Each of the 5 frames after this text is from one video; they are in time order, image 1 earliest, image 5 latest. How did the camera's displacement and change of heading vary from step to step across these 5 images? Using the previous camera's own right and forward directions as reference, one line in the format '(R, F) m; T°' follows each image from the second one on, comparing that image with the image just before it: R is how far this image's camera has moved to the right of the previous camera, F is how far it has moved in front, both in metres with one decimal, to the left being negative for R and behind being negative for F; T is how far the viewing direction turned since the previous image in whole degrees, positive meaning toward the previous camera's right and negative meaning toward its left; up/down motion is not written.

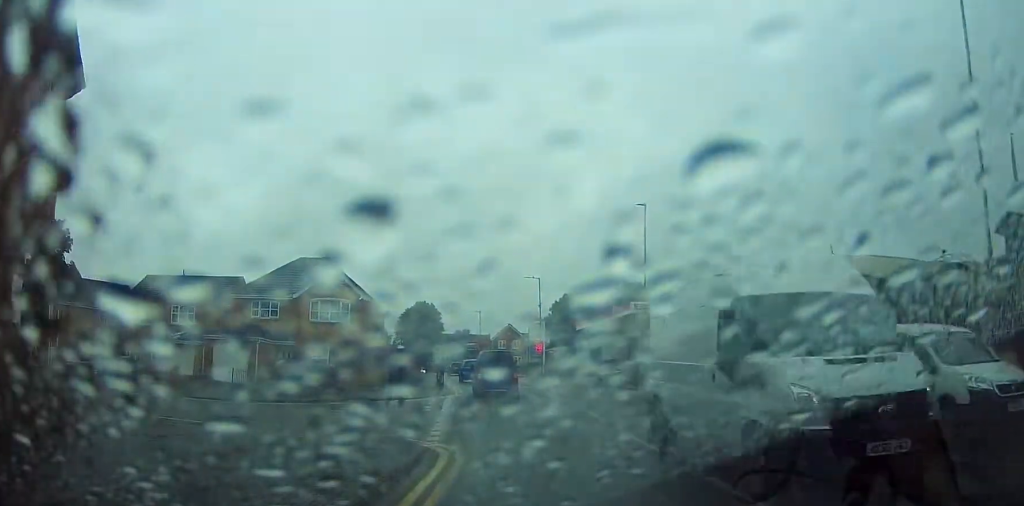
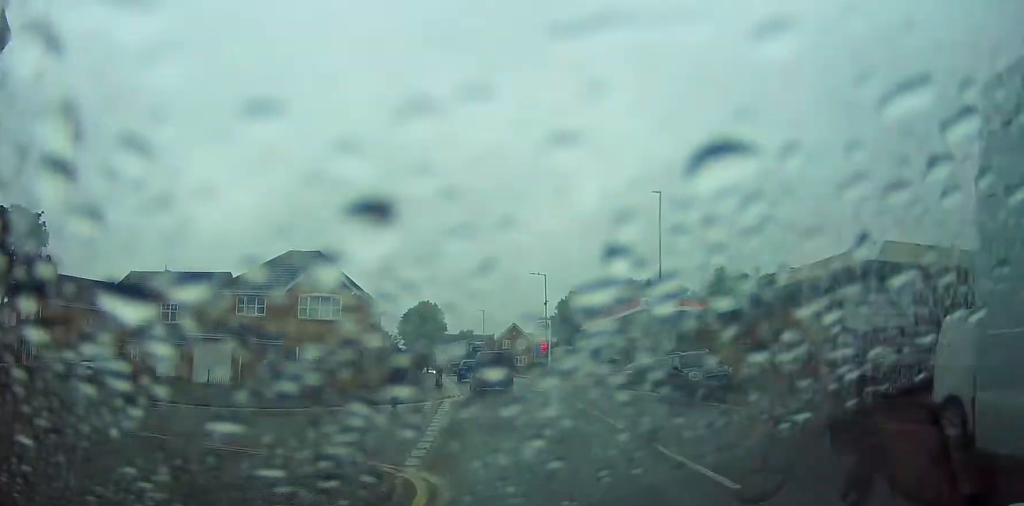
(0.0, +3.1) m; +1°
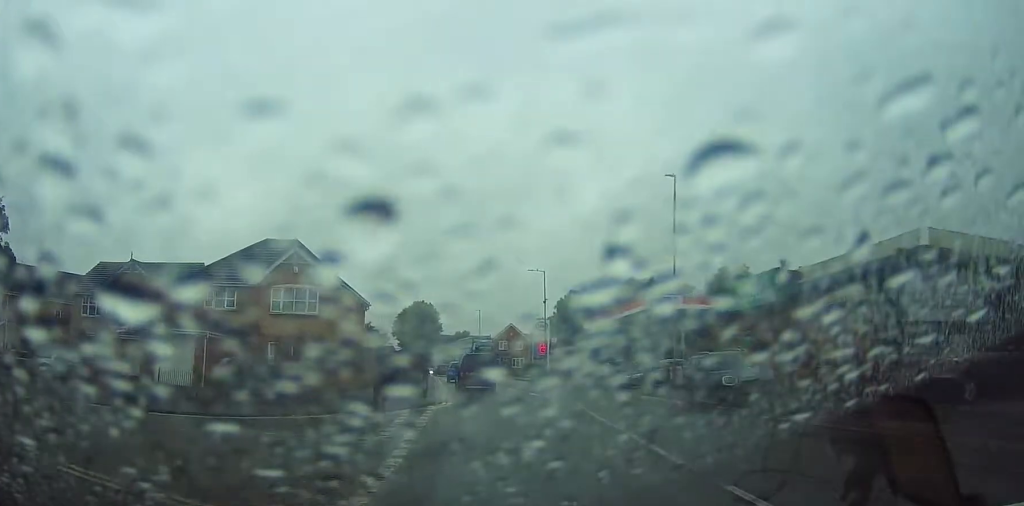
(+0.4, +4.0) m; +2°
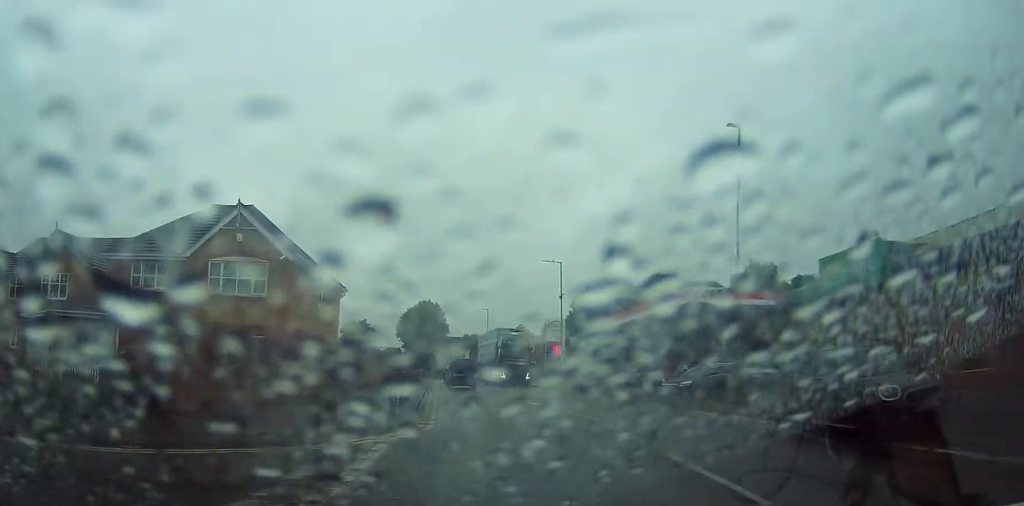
(-0.3, +8.5) m; -3°
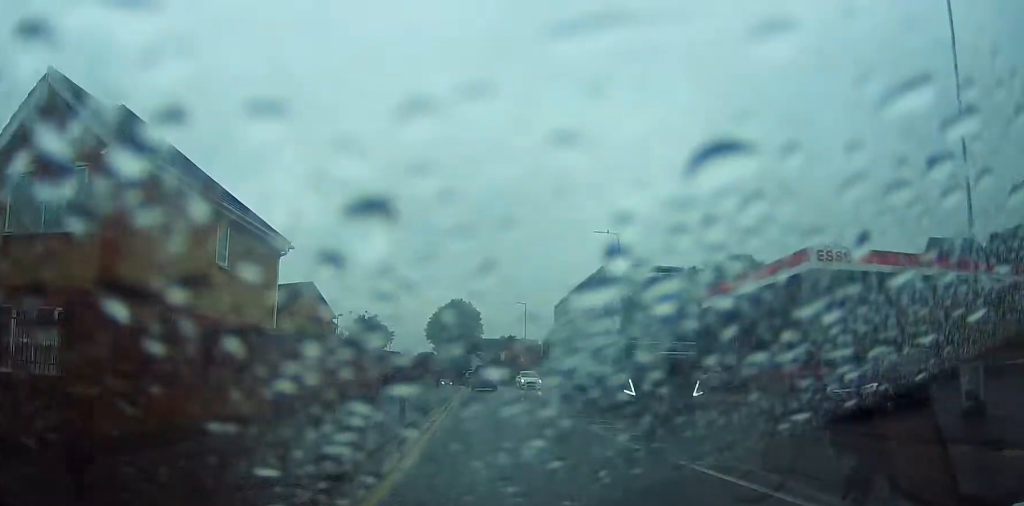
(-0.5, +13.3) m; -2°
